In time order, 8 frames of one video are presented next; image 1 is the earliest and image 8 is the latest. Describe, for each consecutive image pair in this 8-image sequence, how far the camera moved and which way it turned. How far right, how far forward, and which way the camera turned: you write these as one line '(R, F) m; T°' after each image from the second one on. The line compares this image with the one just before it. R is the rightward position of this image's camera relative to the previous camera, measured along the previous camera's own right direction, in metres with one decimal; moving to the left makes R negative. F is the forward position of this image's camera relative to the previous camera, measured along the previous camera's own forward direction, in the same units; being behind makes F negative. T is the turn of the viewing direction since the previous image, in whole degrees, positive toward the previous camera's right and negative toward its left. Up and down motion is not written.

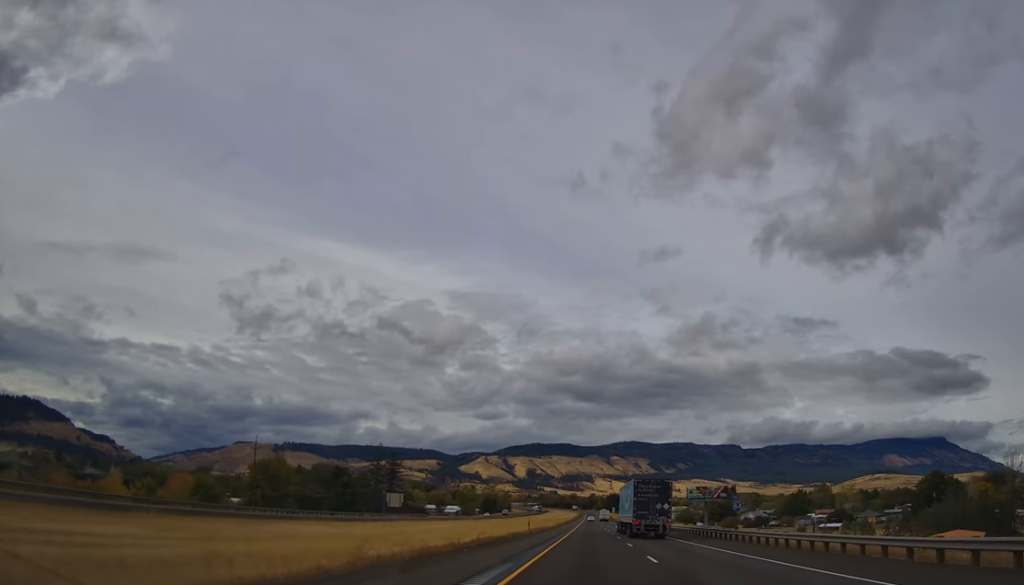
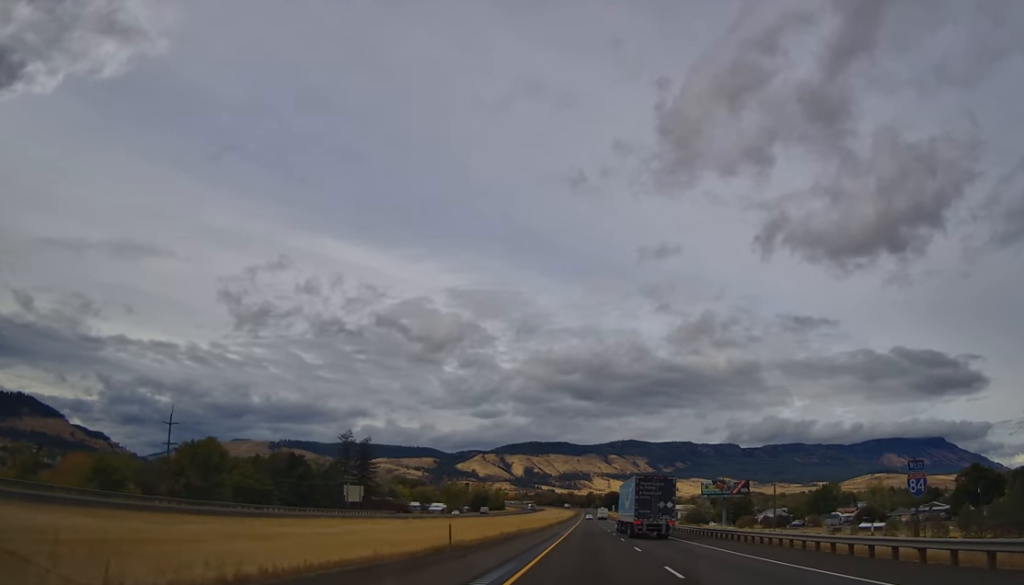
(+0.4, +29.0) m; +1°
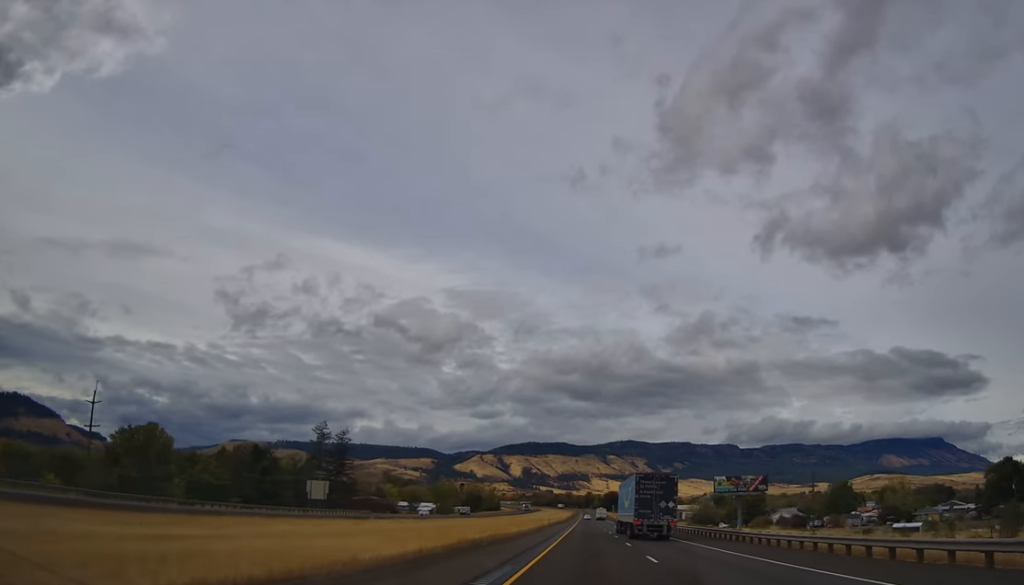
(+0.2, +18.7) m; 0°
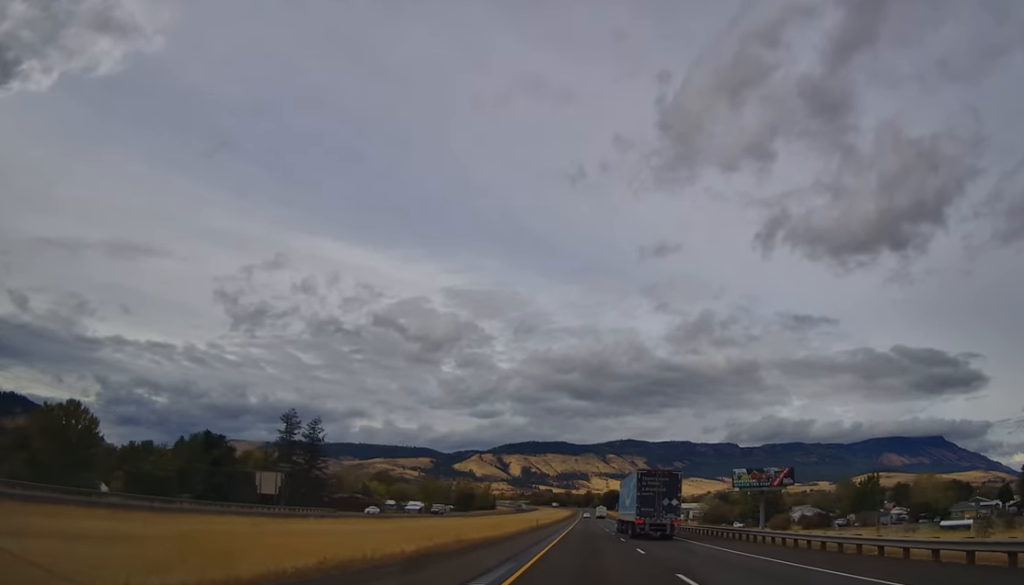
(-0.1, +19.8) m; -1°
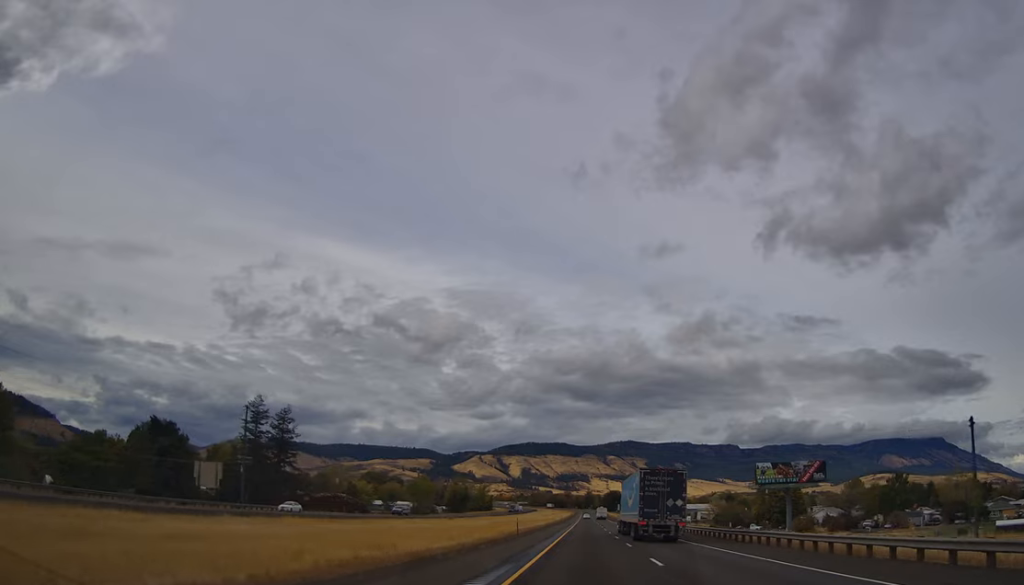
(-0.1, +17.8) m; 0°
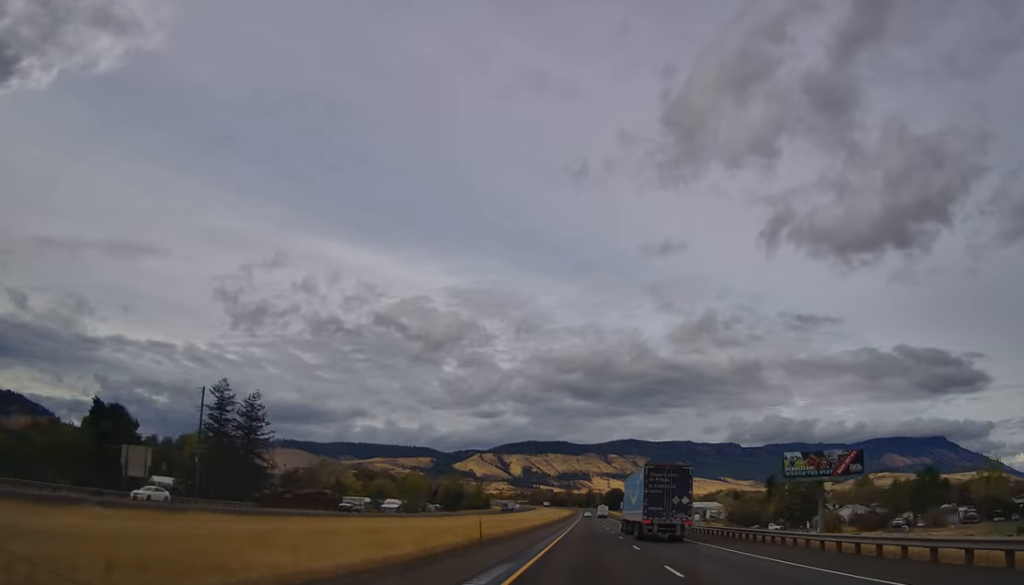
(-0.2, +15.8) m; 0°
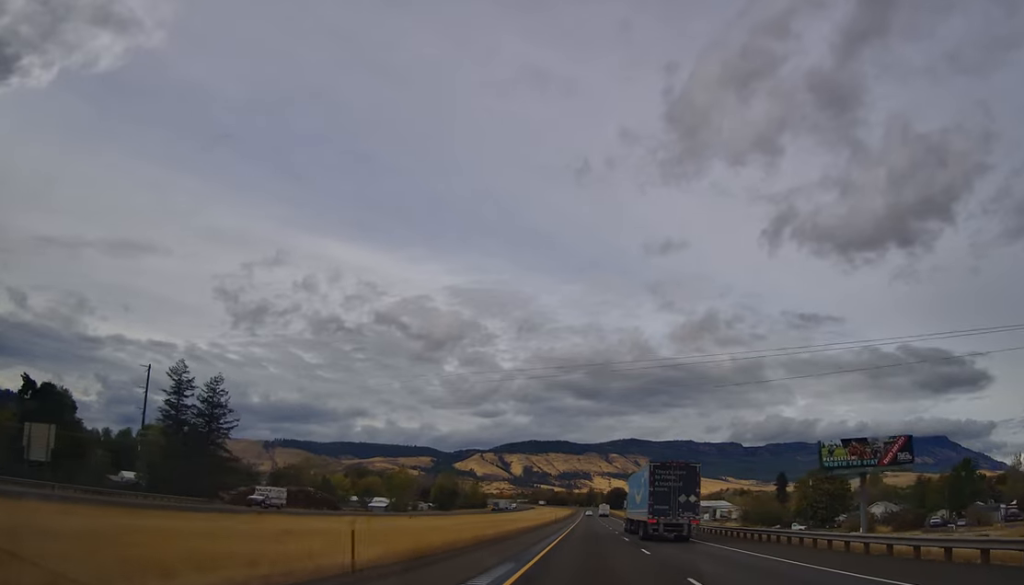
(+0.1, +15.8) m; 0°
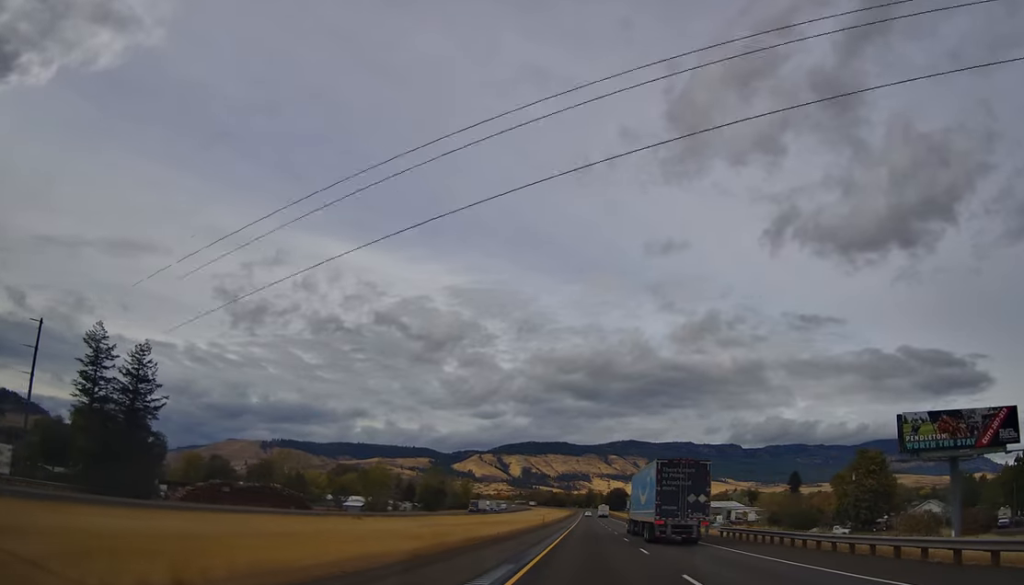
(+0.2, +23.3) m; 0°
